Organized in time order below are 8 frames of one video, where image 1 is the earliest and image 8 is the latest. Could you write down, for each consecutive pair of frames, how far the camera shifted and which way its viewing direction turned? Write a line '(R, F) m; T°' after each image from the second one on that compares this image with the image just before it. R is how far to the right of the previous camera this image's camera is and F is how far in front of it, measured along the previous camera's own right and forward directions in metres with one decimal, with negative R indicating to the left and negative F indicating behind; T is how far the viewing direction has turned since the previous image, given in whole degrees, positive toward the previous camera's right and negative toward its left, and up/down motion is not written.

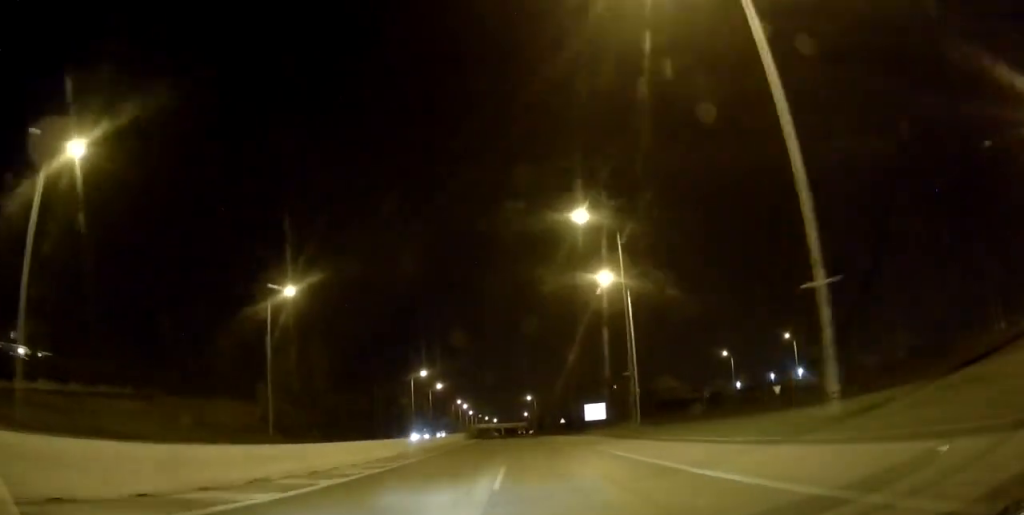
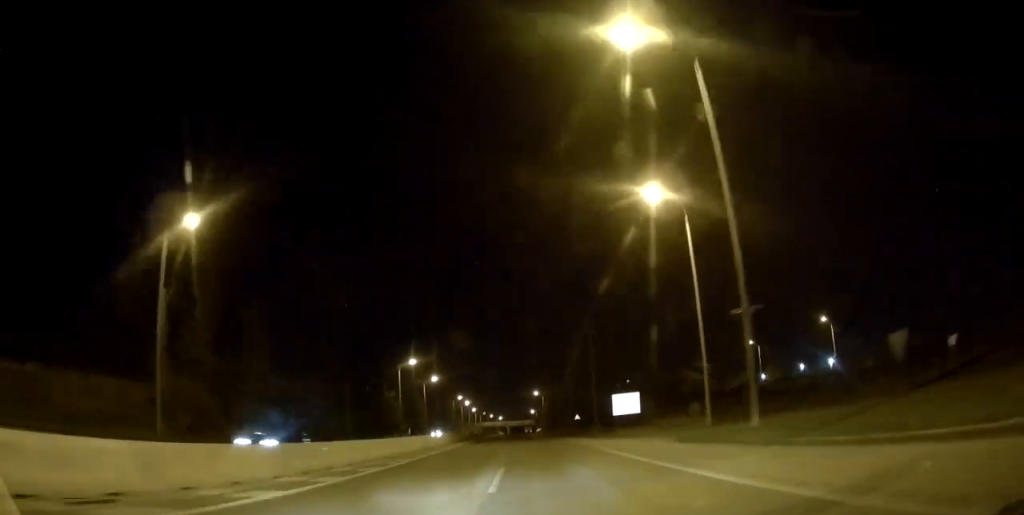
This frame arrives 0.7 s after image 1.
(-0.3, +18.9) m; 0°
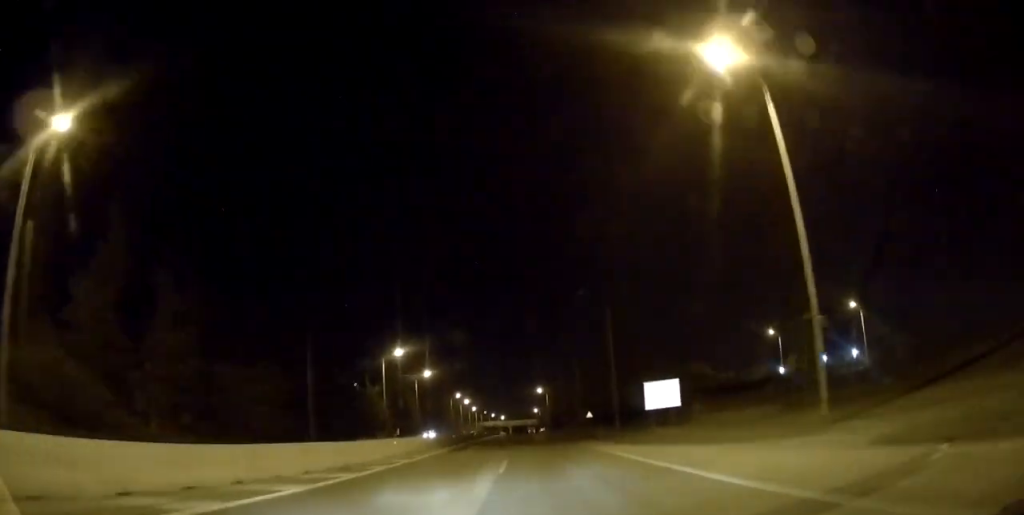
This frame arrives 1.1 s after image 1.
(+0.1, +14.0) m; 0°
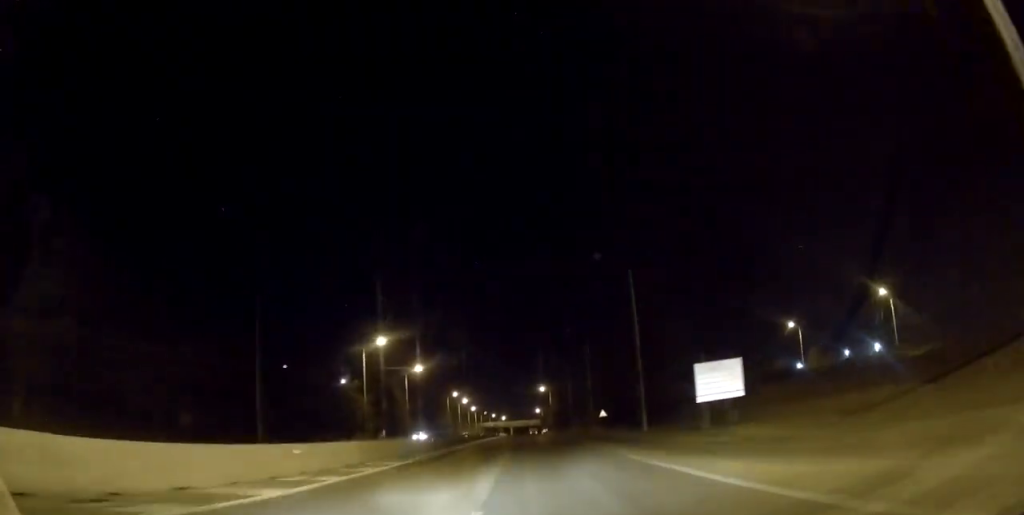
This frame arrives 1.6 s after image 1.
(+0.2, +12.6) m; 0°
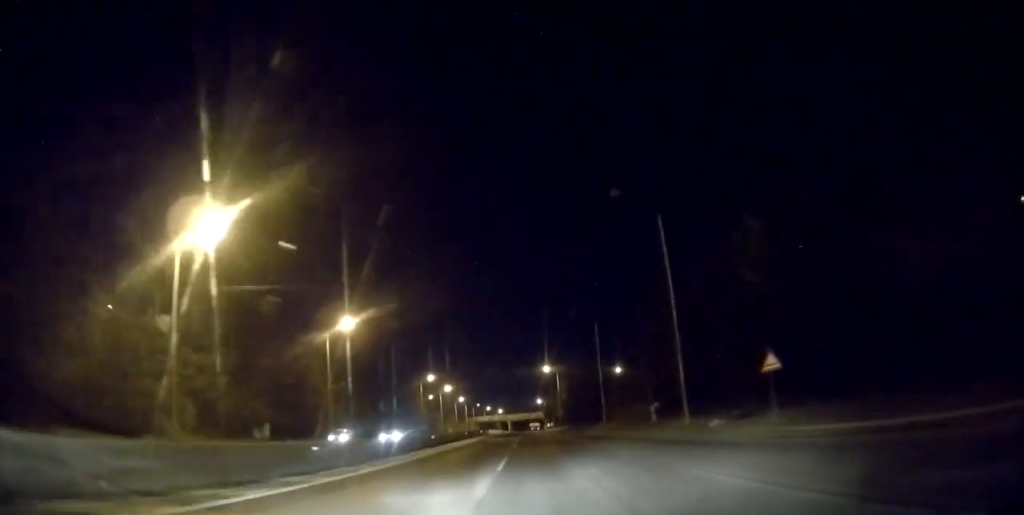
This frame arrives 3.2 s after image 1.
(-0.7, +46.2) m; -1°
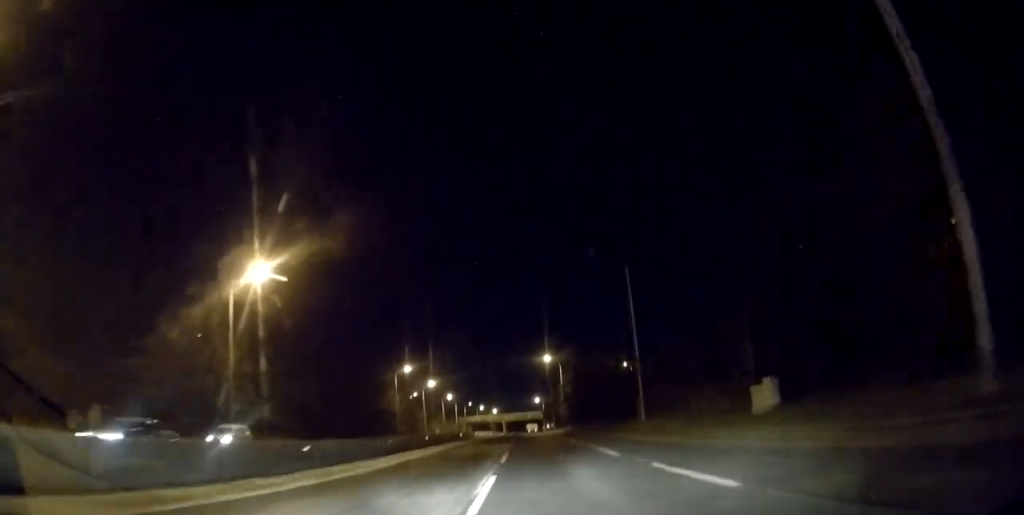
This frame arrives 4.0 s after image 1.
(+0.1, +24.0) m; 0°
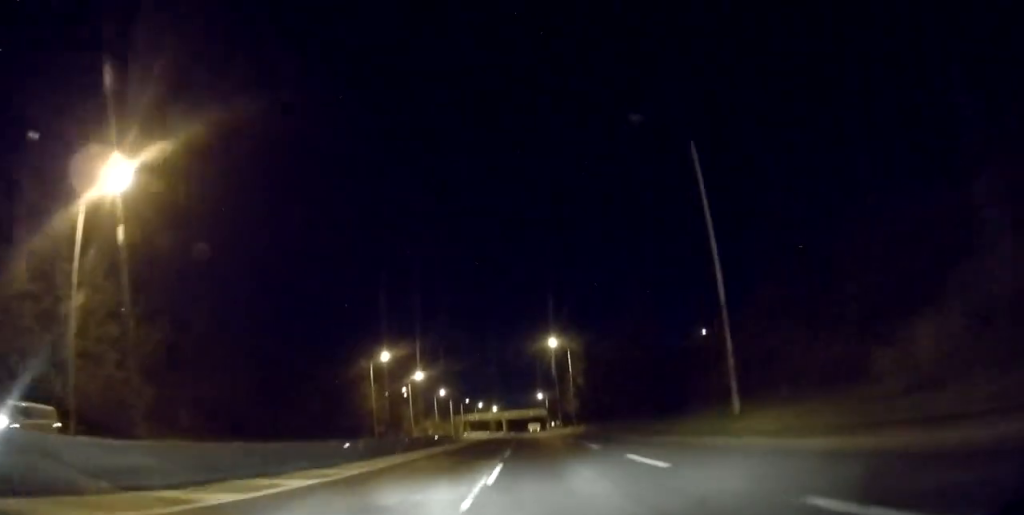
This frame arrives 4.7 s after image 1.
(-0.3, +20.1) m; 0°
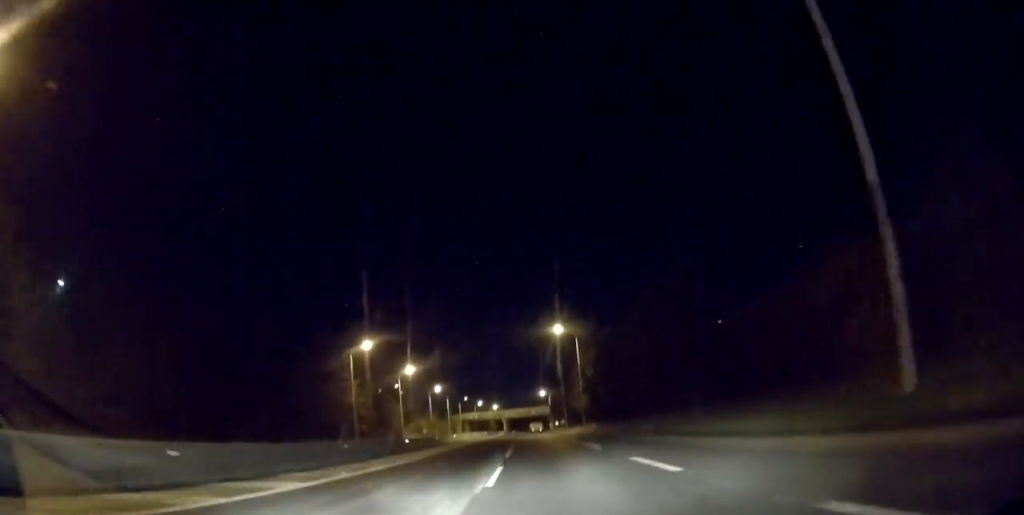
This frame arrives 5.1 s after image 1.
(+0.1, +11.9) m; 0°
